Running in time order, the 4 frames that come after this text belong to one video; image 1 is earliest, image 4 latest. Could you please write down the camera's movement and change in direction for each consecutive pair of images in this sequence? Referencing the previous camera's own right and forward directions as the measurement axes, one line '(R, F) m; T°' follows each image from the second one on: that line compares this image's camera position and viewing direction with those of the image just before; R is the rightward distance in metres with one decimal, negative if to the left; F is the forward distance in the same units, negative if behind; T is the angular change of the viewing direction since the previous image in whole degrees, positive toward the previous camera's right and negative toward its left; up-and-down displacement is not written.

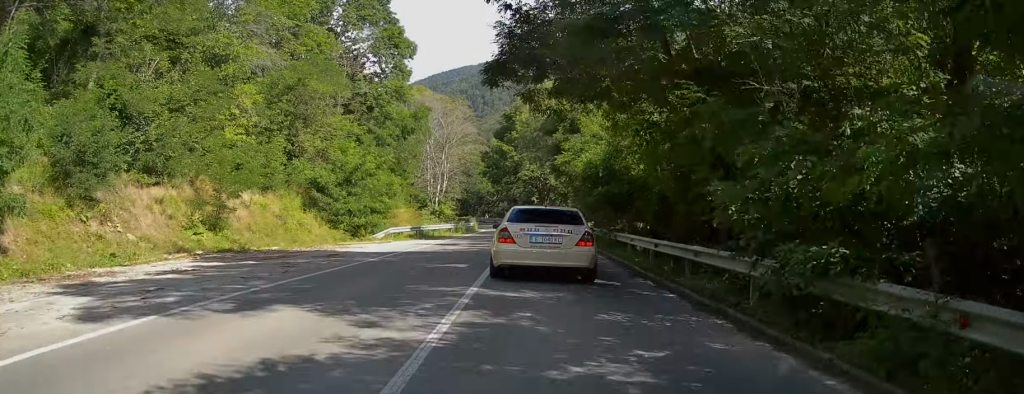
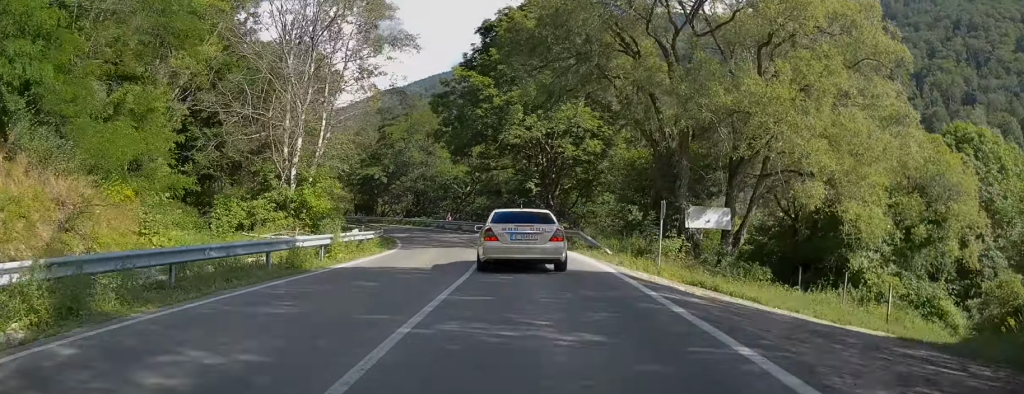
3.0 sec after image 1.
(+1.0, +42.0) m; +1°
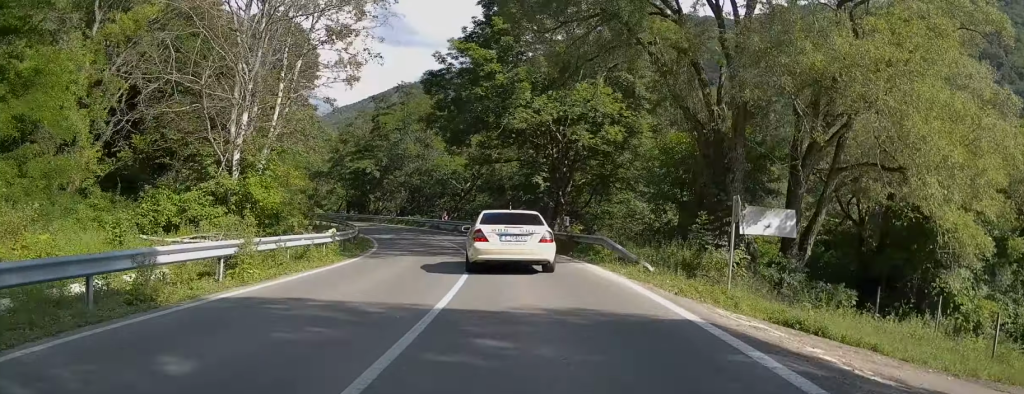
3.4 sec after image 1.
(+0.2, +6.7) m; -1°
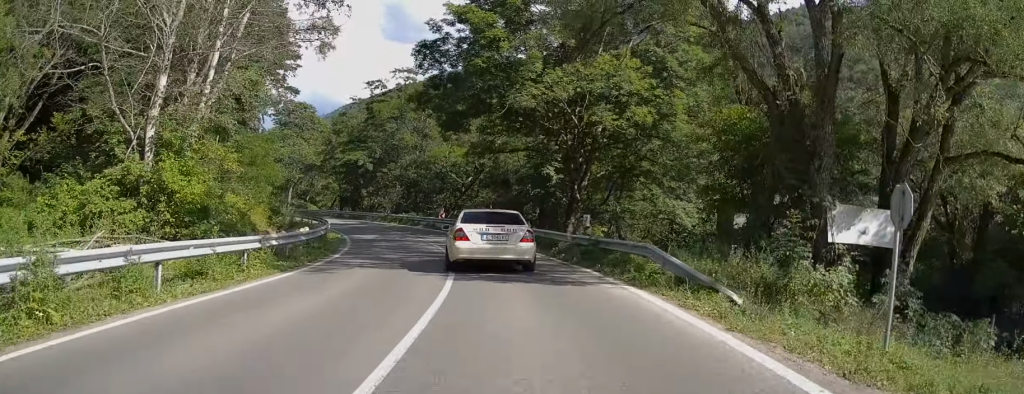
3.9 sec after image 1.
(+0.1, +6.2) m; -1°
